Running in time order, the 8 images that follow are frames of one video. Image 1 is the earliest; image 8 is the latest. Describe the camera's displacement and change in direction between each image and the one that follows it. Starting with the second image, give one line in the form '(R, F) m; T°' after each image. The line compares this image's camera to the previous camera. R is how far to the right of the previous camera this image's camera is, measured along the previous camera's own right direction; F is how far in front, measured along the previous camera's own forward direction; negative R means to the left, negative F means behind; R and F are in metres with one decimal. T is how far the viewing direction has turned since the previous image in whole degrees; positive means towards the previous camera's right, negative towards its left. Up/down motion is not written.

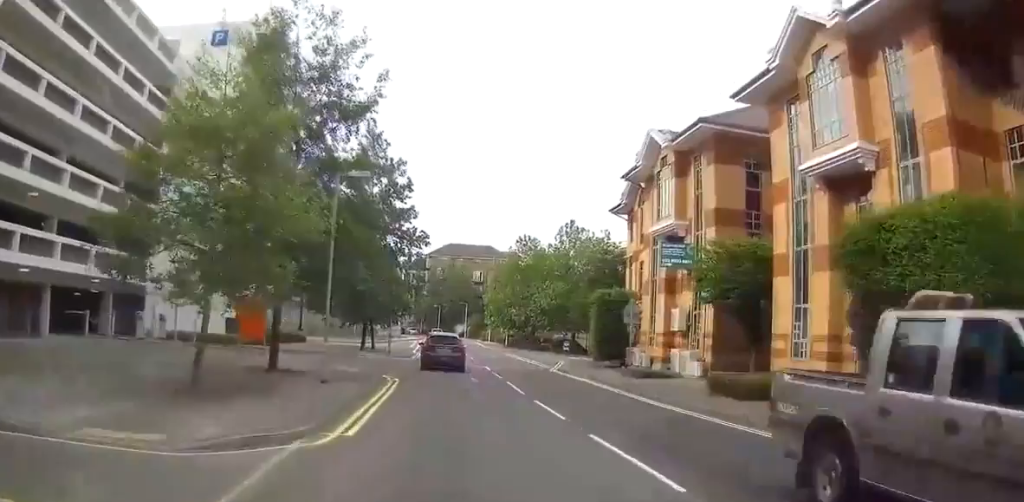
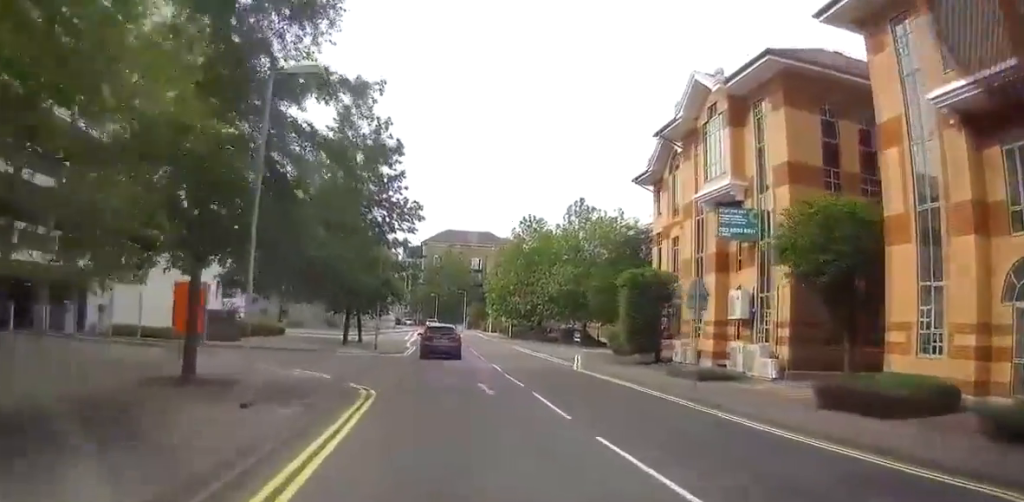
(0.0, +7.9) m; 0°
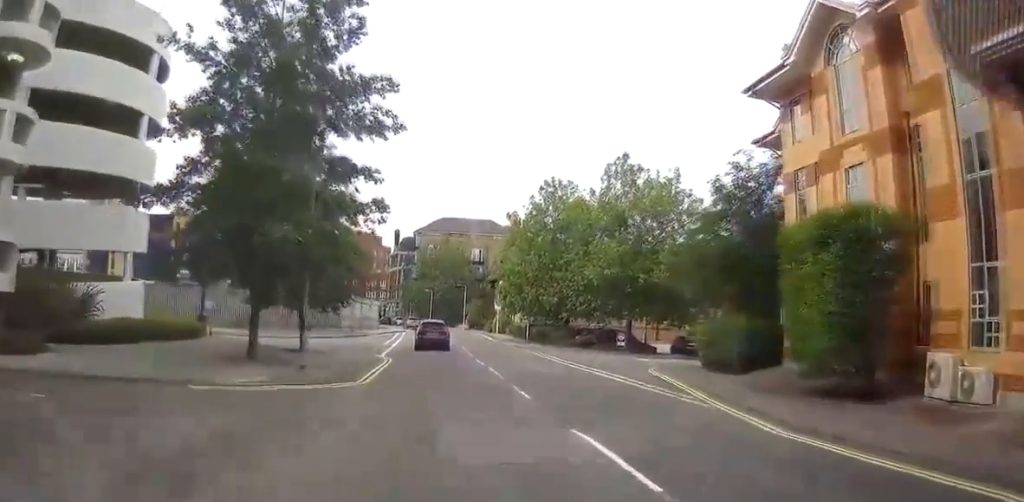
(-0.2, +18.9) m; -2°
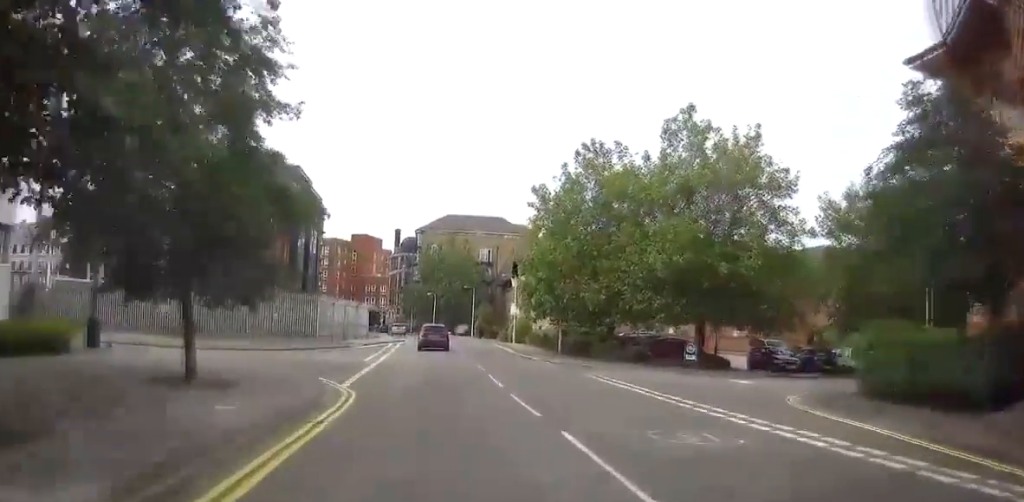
(-0.2, +13.3) m; -2°
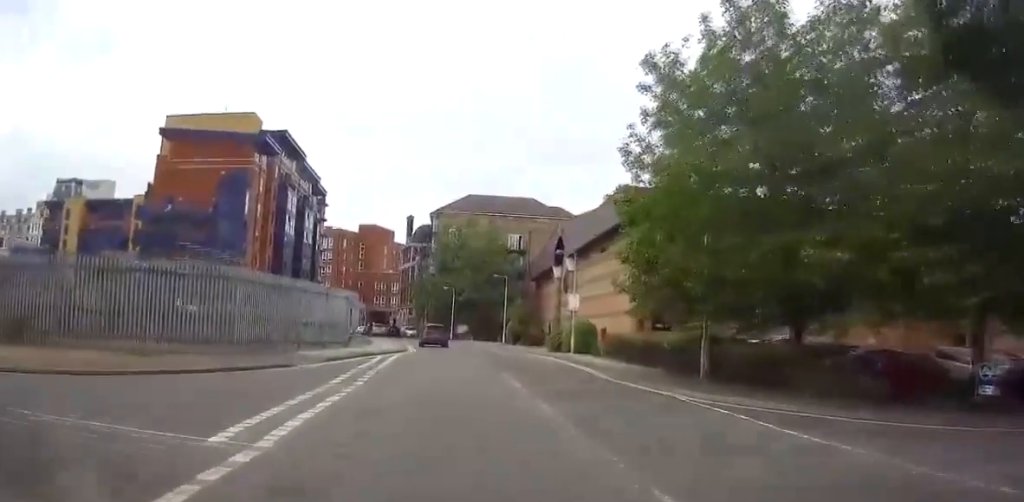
(-0.2, +20.9) m; 0°
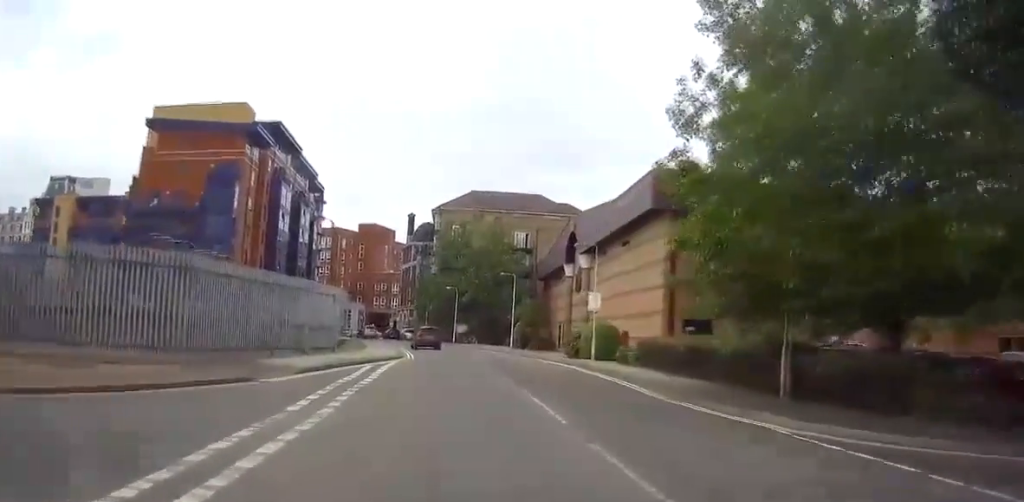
(0.0, +5.0) m; 0°
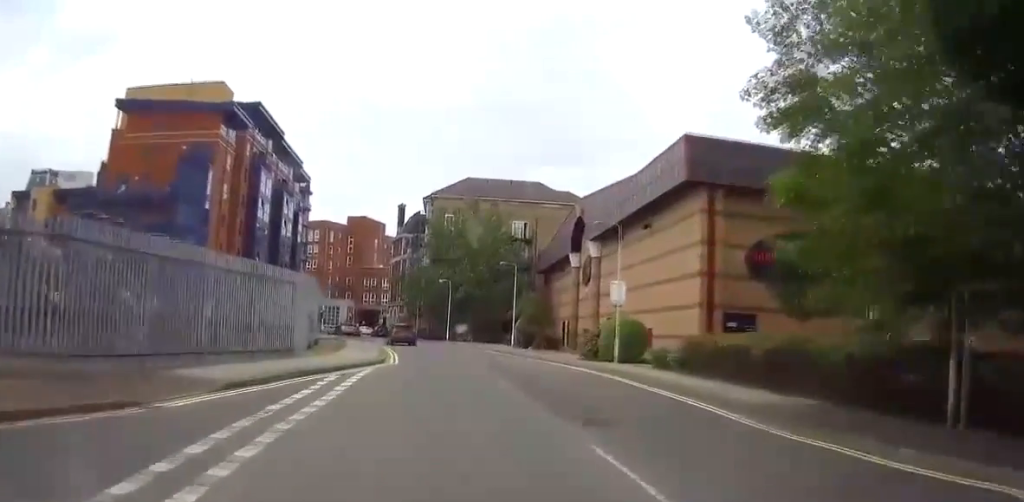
(0.0, +6.3) m; 0°
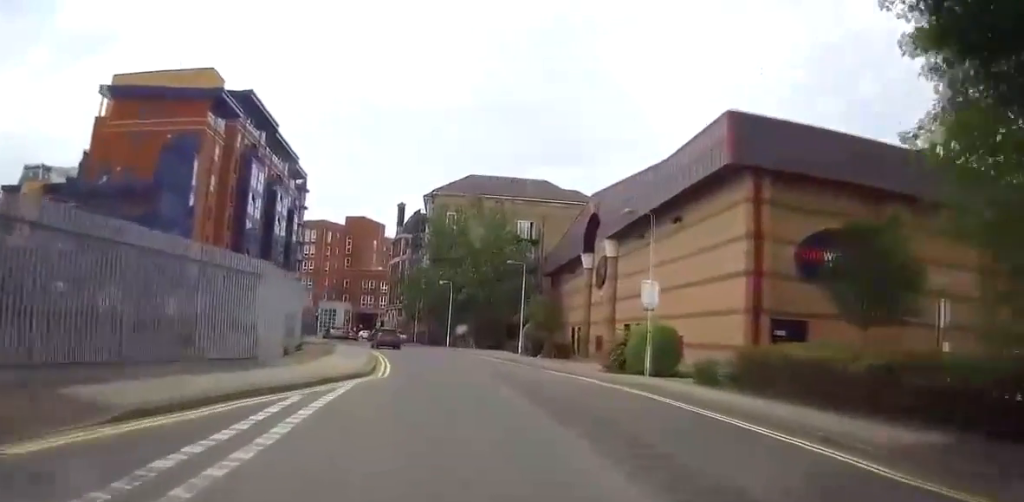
(+0.1, +4.6) m; 0°
